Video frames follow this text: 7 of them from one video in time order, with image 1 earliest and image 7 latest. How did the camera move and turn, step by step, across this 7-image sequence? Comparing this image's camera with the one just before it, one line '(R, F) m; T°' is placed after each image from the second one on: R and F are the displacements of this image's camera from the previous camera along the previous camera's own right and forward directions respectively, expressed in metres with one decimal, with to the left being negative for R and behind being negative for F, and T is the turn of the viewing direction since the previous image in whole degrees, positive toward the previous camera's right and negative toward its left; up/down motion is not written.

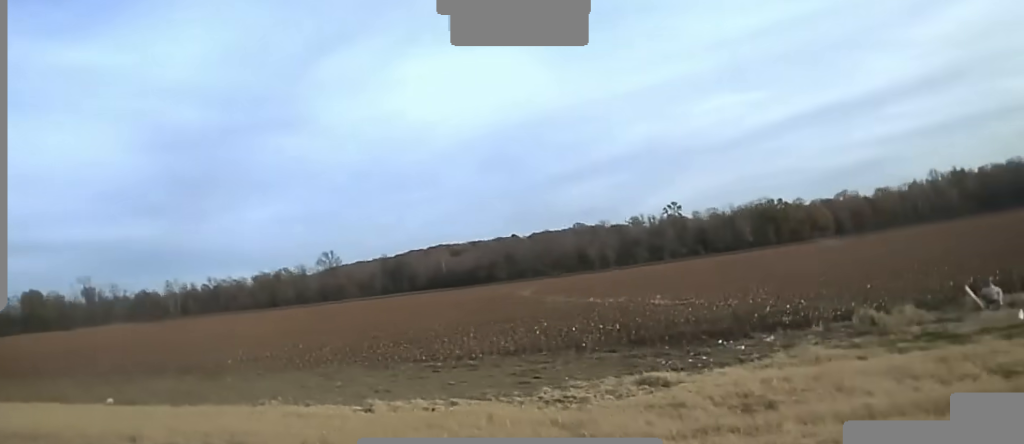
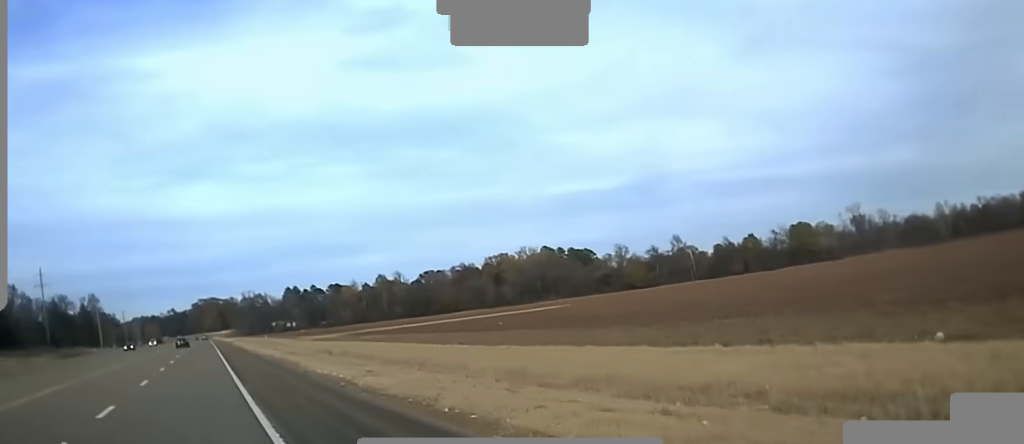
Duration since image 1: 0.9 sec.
(-1.9, +4.3) m; -41°
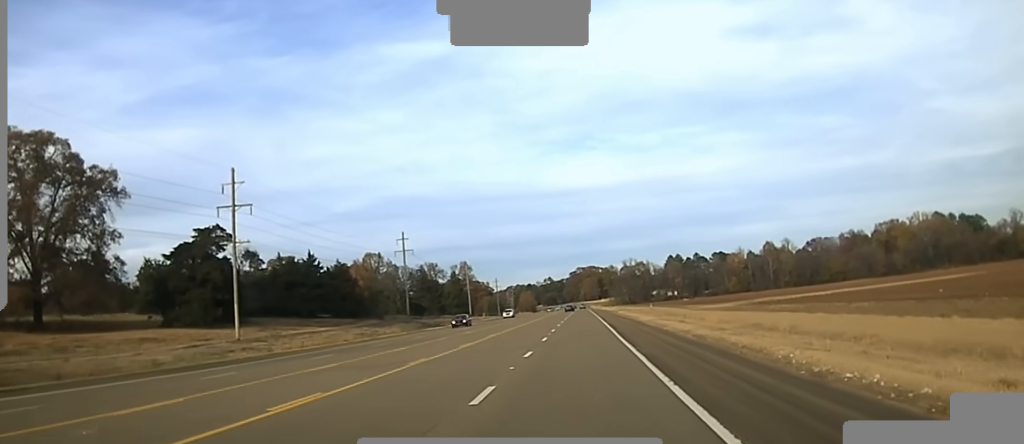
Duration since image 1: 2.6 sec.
(-7.4, +14.7) m; -33°
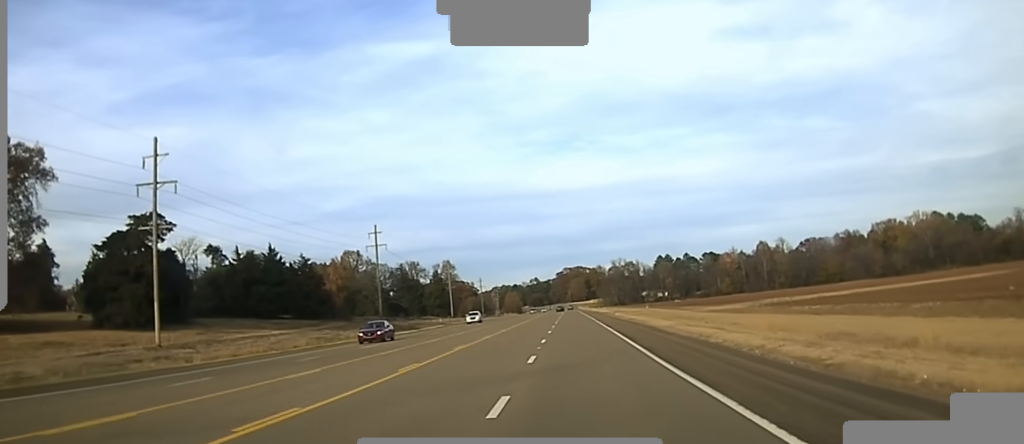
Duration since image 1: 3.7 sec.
(+0.1, +14.7) m; +1°
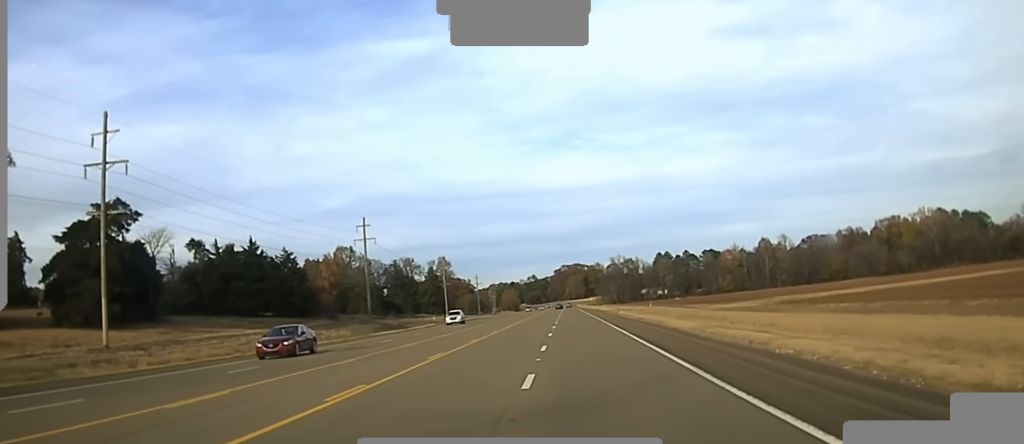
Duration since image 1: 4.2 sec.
(+0.1, +8.0) m; 0°
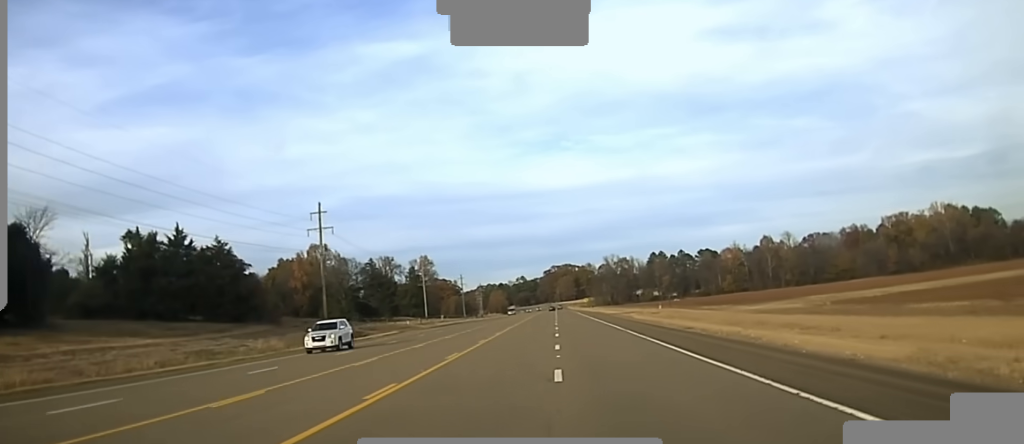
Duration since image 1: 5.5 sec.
(+0.2, +23.2) m; +2°
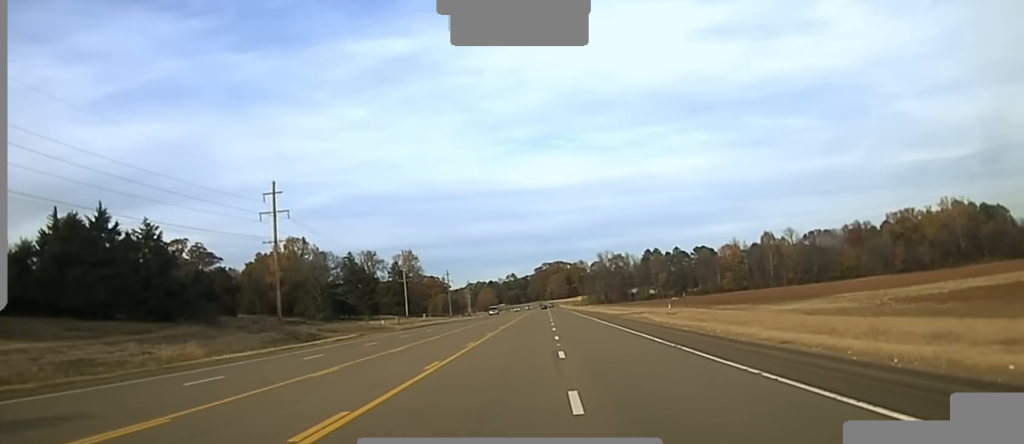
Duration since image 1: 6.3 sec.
(+0.3, +17.6) m; +1°
